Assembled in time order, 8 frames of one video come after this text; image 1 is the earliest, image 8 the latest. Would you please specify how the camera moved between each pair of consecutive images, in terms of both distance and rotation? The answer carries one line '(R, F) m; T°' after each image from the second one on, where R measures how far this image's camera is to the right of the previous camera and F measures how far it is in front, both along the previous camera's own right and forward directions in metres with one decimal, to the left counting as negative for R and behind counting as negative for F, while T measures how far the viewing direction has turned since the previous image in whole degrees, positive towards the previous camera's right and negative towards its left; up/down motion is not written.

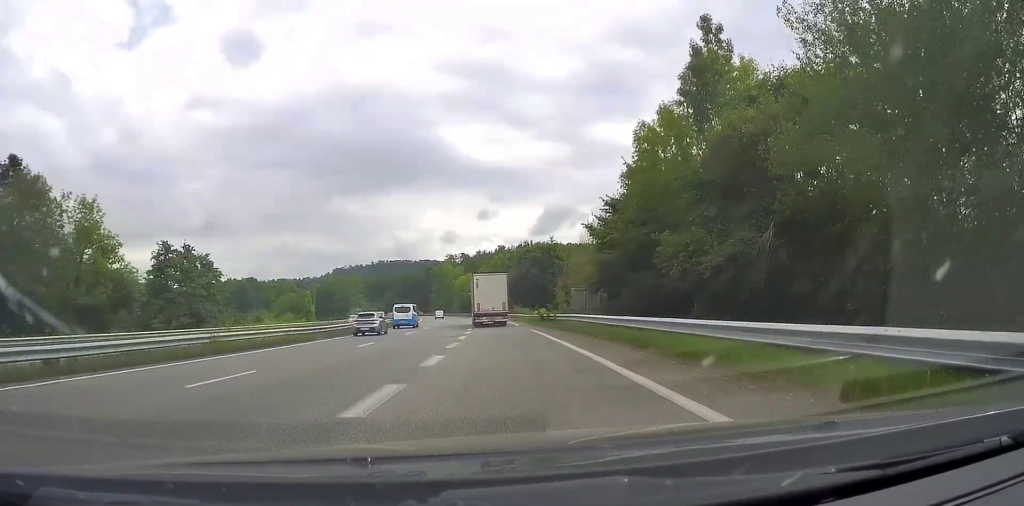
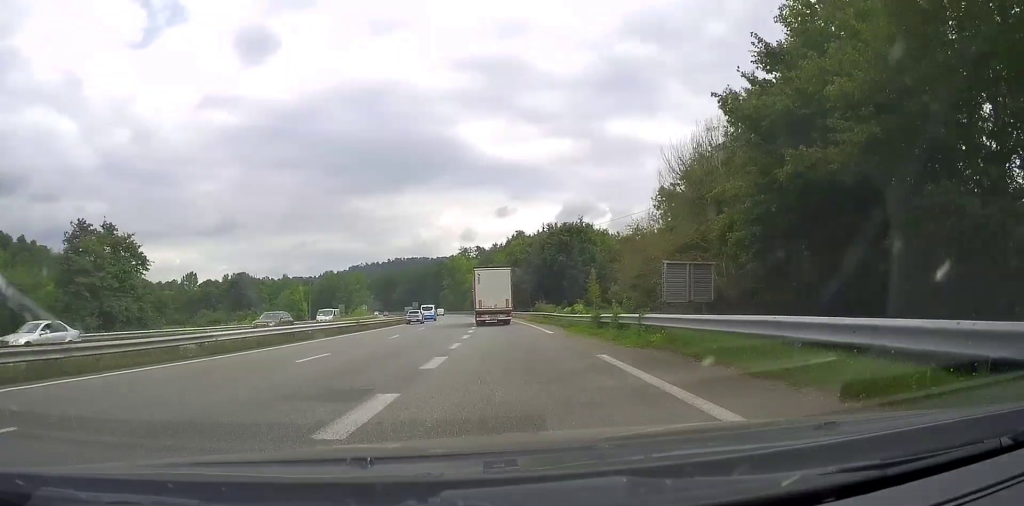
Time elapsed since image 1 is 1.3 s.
(-0.4, +21.1) m; -2°
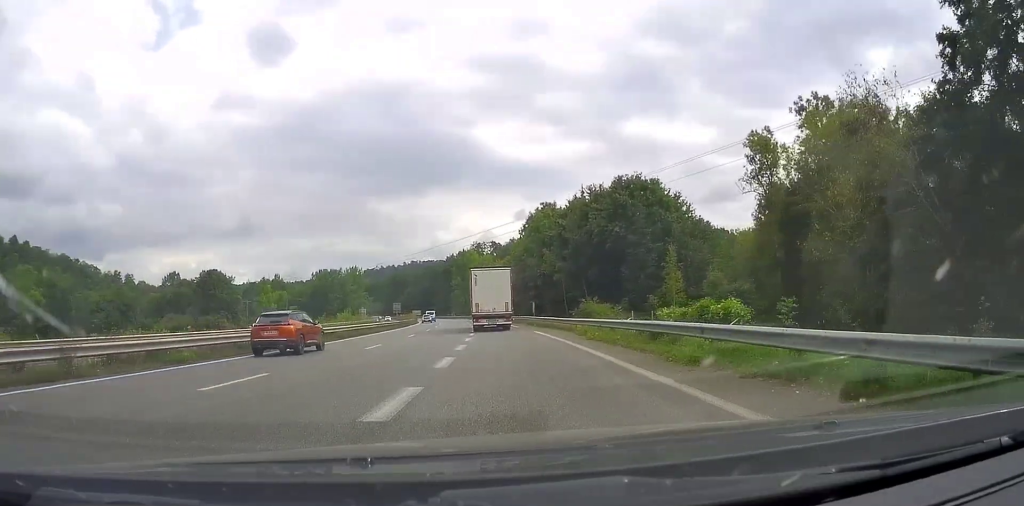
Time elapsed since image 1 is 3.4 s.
(-0.5, +31.9) m; -2°
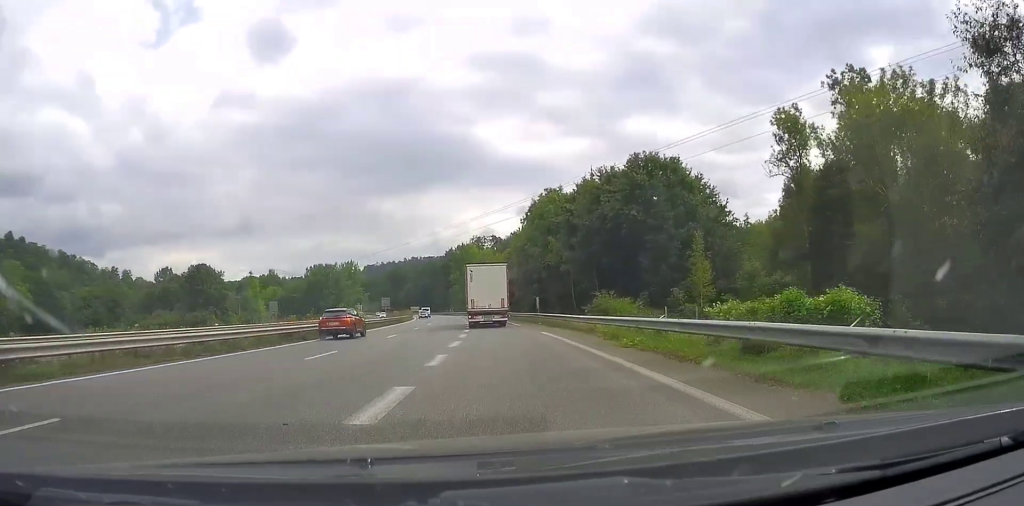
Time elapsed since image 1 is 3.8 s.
(-0.1, +7.0) m; 0°
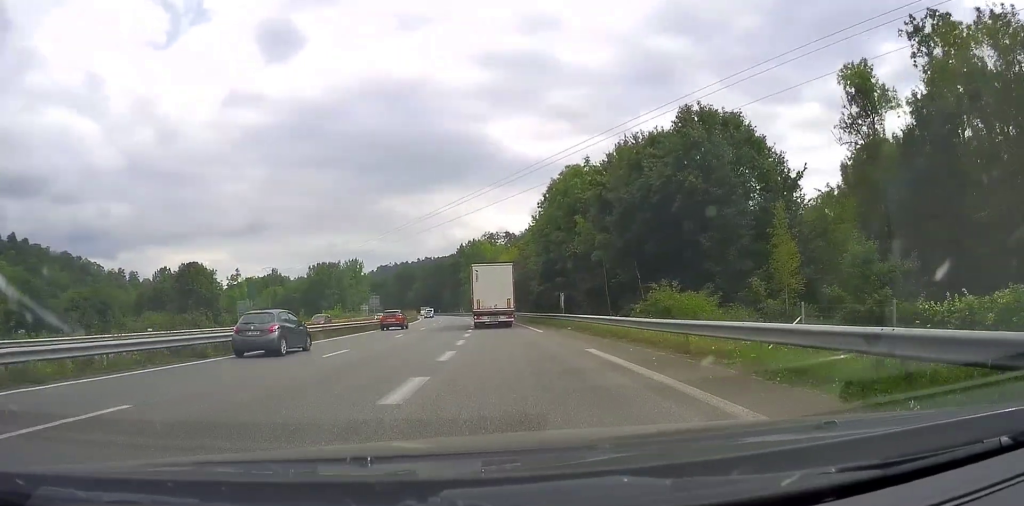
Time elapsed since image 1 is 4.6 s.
(-0.1, +12.0) m; -1°
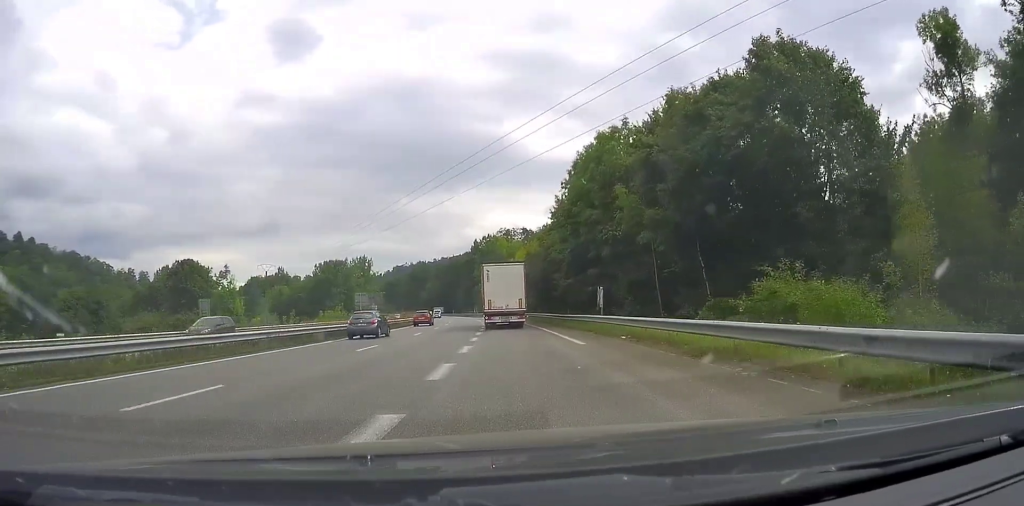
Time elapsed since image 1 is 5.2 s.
(+0.1, +10.4) m; -1°
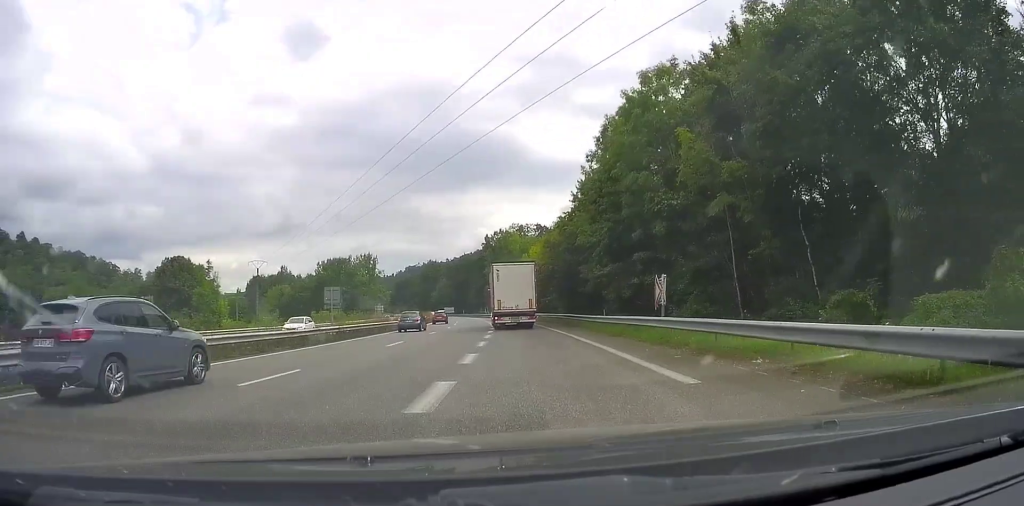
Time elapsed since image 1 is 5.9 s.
(-0.3, +9.7) m; -1°
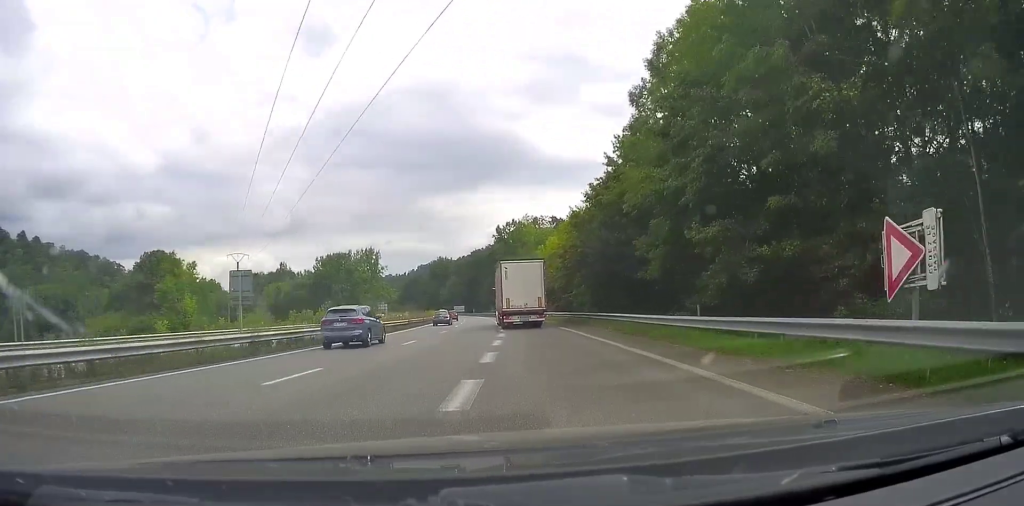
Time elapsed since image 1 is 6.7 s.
(-0.2, +12.7) m; -1°
